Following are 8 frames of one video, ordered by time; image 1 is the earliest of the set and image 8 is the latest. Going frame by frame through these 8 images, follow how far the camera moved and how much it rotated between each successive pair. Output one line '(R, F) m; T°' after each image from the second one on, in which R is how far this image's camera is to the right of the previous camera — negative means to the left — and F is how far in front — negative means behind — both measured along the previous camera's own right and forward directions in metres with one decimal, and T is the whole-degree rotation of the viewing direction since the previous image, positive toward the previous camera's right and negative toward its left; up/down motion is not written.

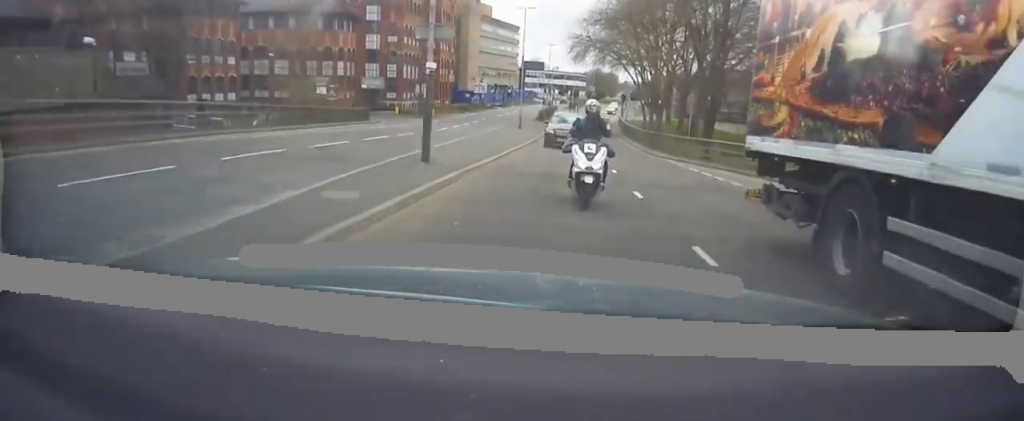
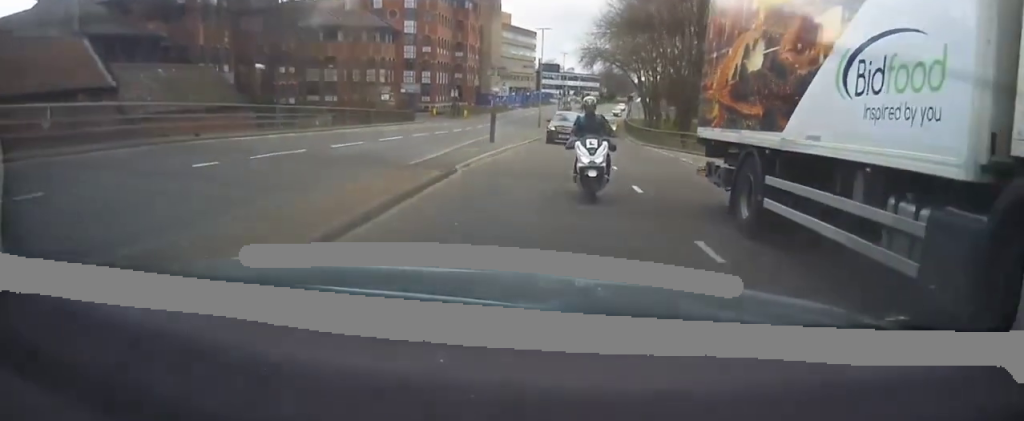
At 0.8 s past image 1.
(-0.7, +12.4) m; -2°
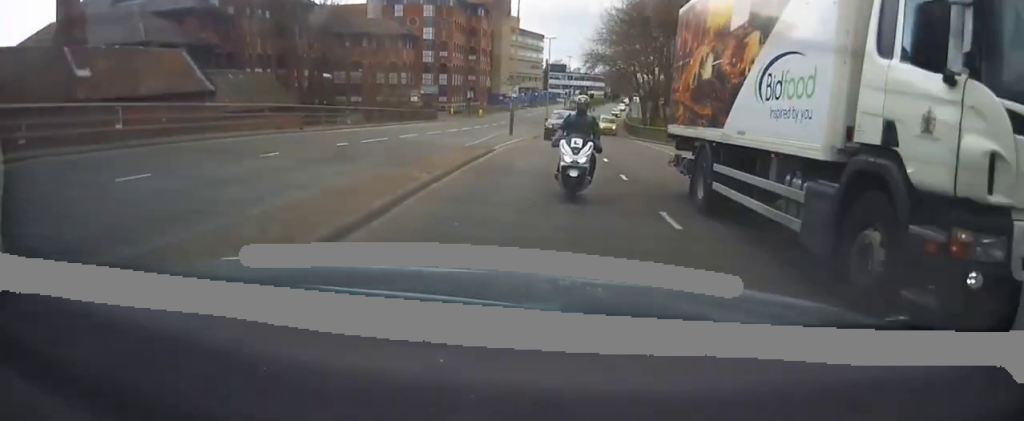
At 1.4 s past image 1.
(-0.1, +8.9) m; -1°
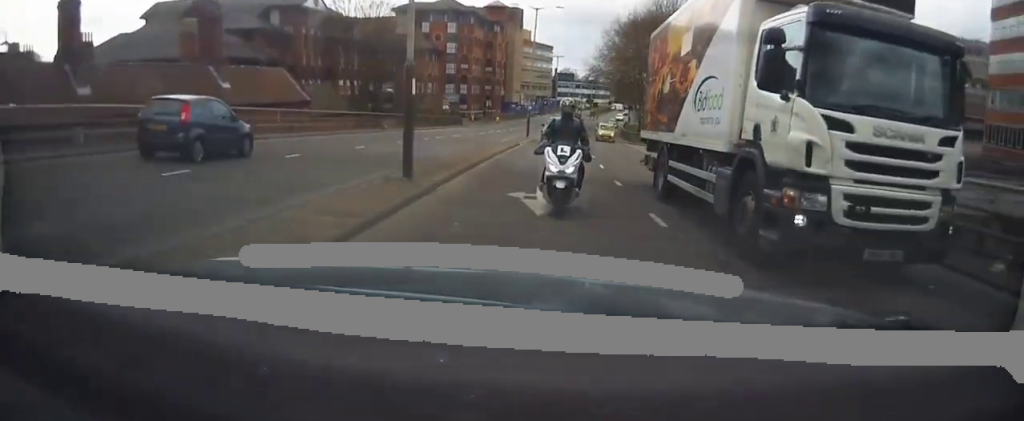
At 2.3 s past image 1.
(+0.3, +13.2) m; 0°
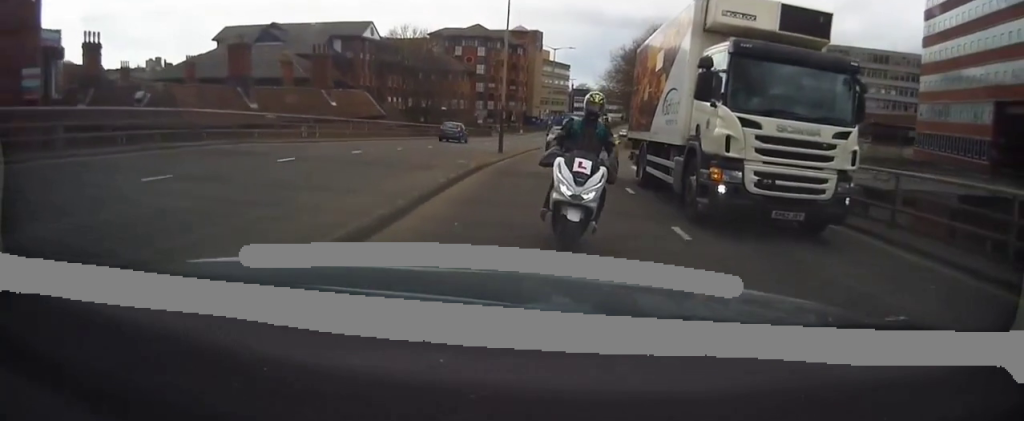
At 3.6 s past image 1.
(-0.3, +17.3) m; -1°
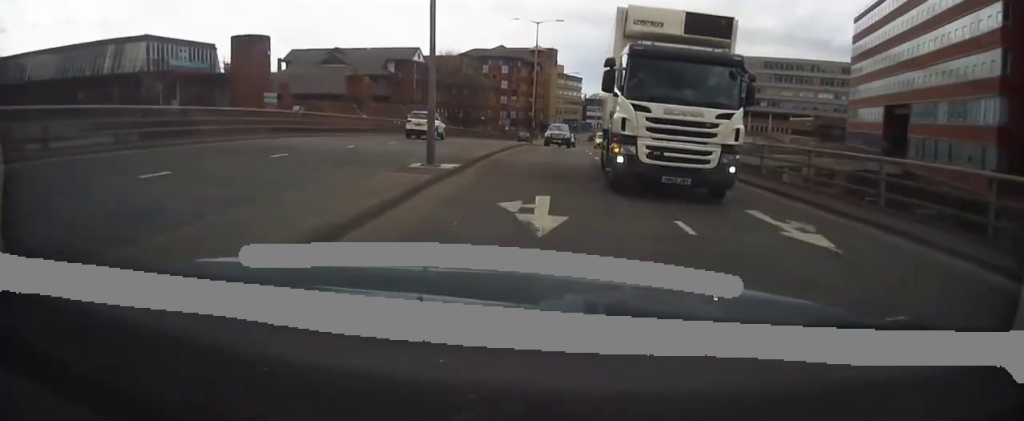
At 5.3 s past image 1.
(-0.4, +23.3) m; -4°
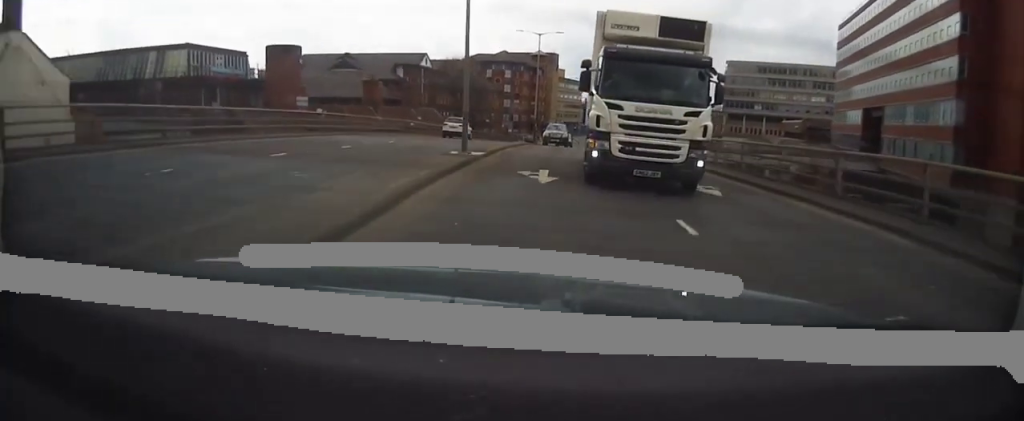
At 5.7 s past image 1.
(-0.2, +6.0) m; 0°
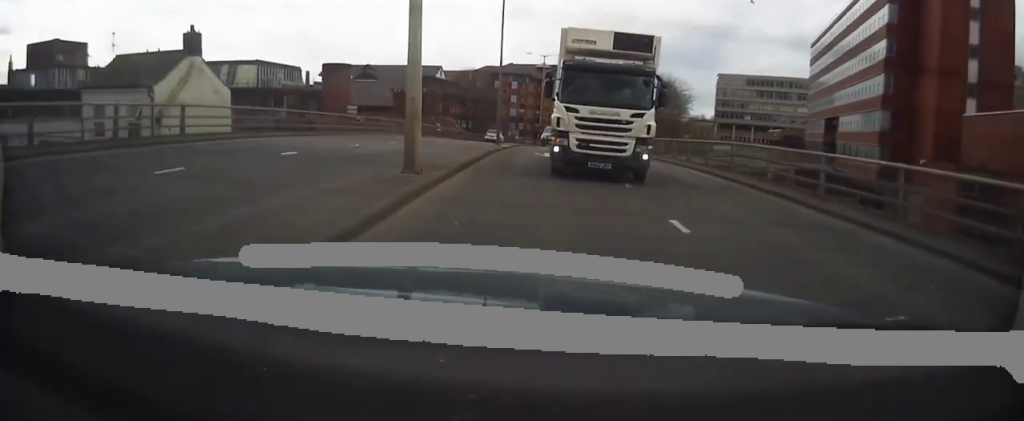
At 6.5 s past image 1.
(0.0, +12.9) m; +1°
